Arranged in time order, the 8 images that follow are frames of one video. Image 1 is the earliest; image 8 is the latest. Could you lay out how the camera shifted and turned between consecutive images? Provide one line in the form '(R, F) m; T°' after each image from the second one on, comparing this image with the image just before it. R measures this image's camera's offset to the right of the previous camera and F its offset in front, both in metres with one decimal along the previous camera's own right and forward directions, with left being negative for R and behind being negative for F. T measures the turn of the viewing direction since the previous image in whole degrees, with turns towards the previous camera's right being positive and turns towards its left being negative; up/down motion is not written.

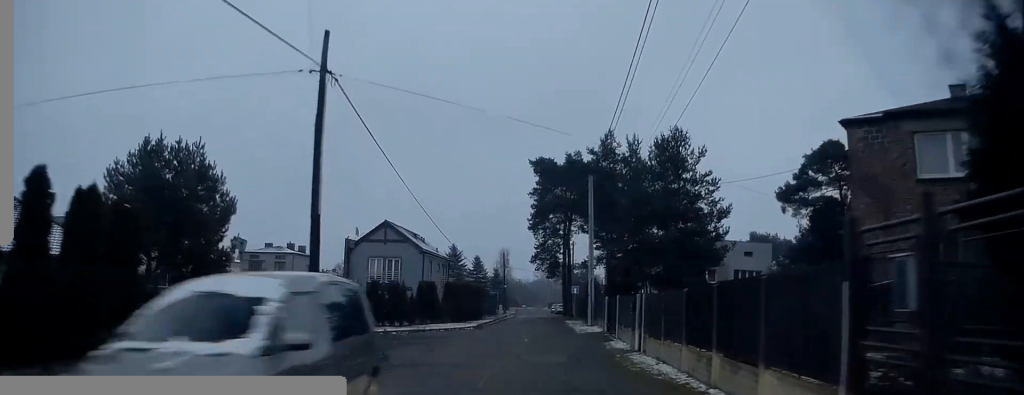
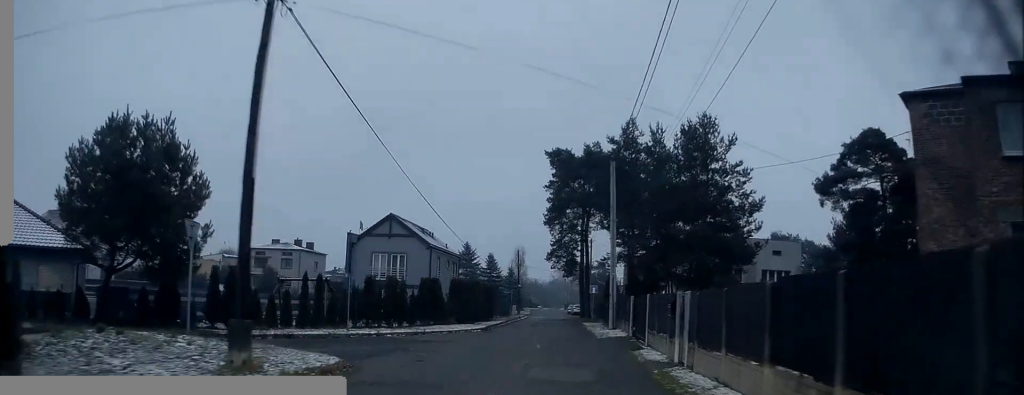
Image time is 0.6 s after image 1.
(0.0, +3.5) m; 0°
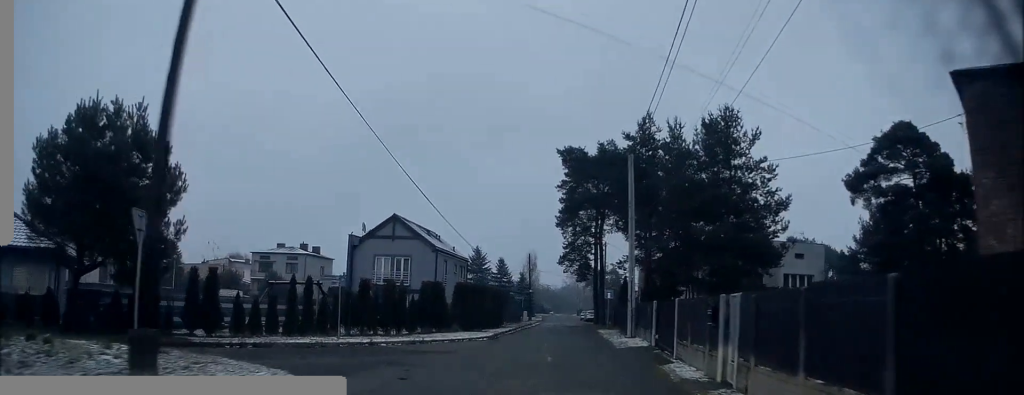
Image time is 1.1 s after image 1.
(0.0, +2.6) m; -2°
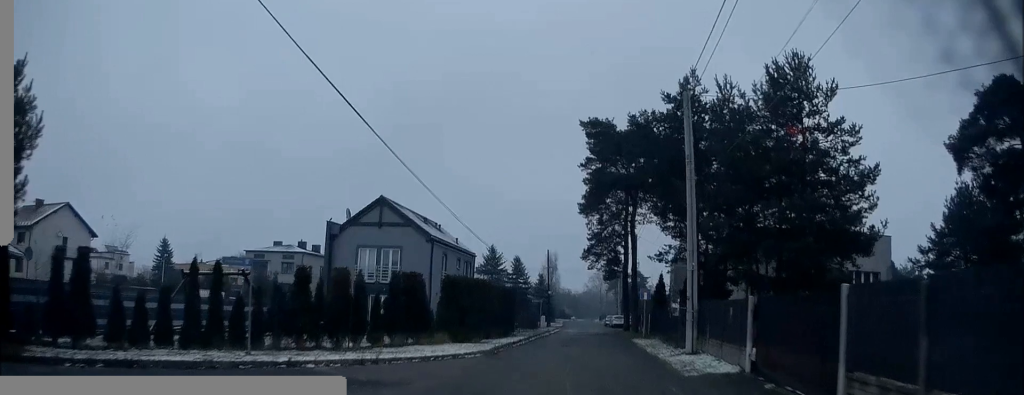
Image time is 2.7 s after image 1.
(-0.6, +8.5) m; -6°
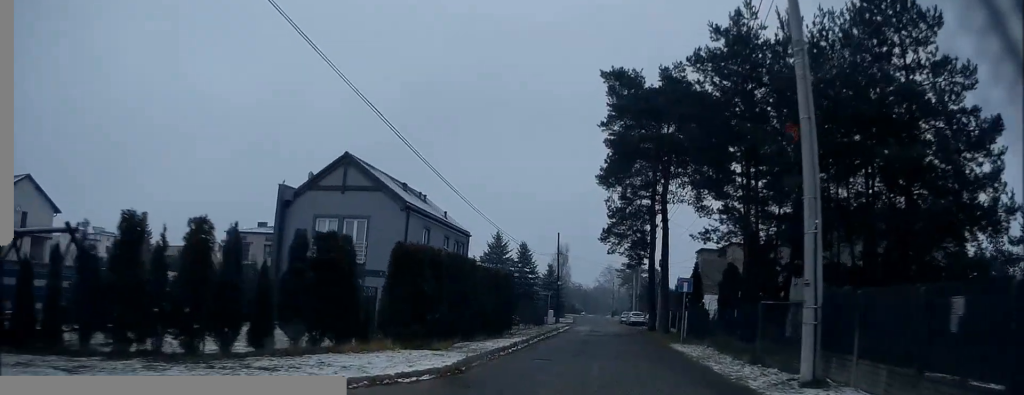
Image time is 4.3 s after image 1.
(+0.5, +8.8) m; +4°
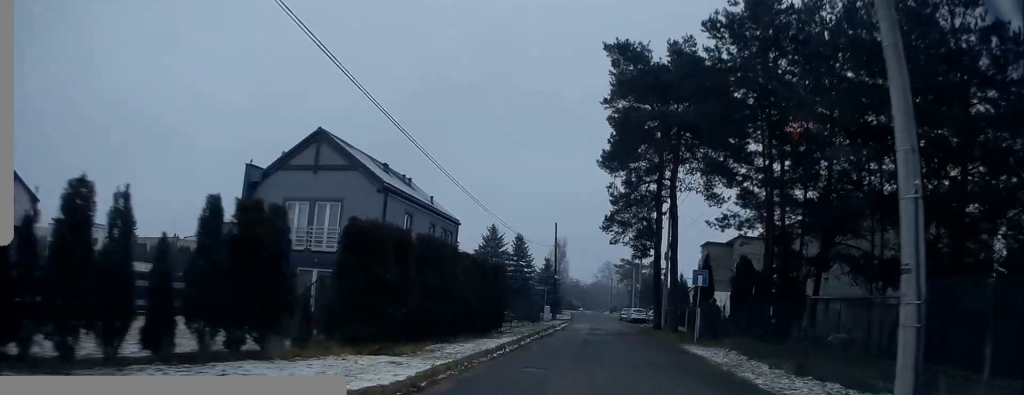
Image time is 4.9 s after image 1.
(0.0, +3.5) m; 0°
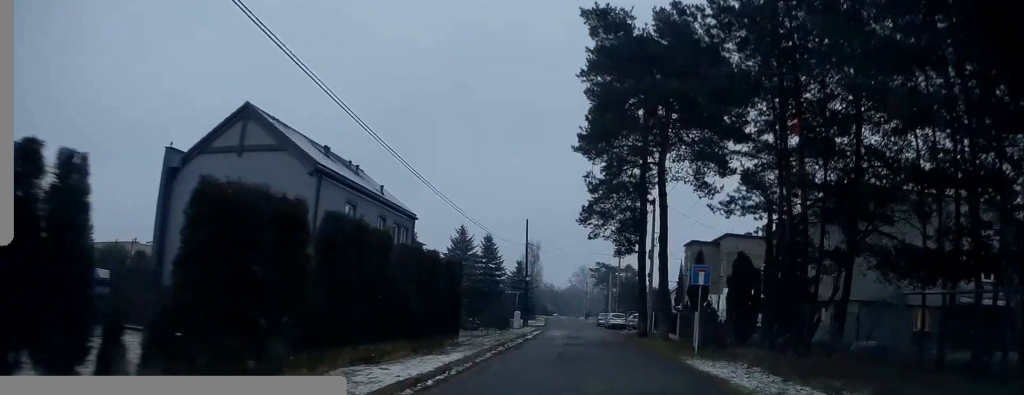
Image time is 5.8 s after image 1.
(-0.2, +4.8) m; +1°
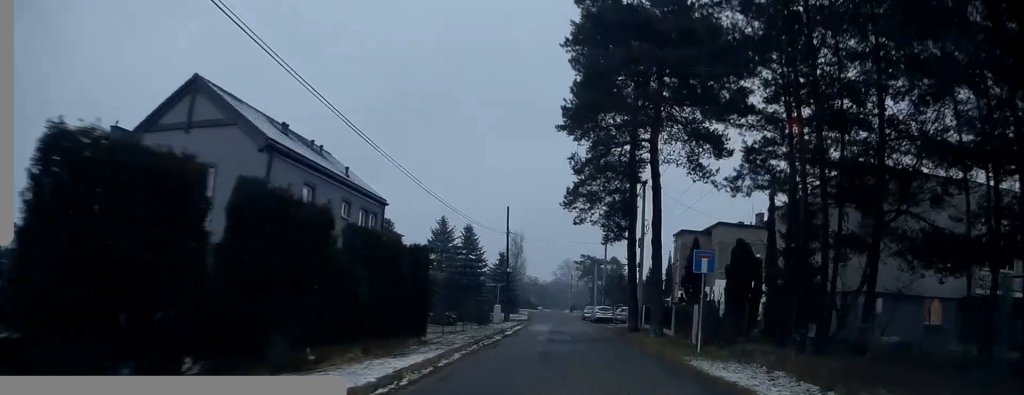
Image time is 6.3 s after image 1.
(+0.2, +2.7) m; +3°
